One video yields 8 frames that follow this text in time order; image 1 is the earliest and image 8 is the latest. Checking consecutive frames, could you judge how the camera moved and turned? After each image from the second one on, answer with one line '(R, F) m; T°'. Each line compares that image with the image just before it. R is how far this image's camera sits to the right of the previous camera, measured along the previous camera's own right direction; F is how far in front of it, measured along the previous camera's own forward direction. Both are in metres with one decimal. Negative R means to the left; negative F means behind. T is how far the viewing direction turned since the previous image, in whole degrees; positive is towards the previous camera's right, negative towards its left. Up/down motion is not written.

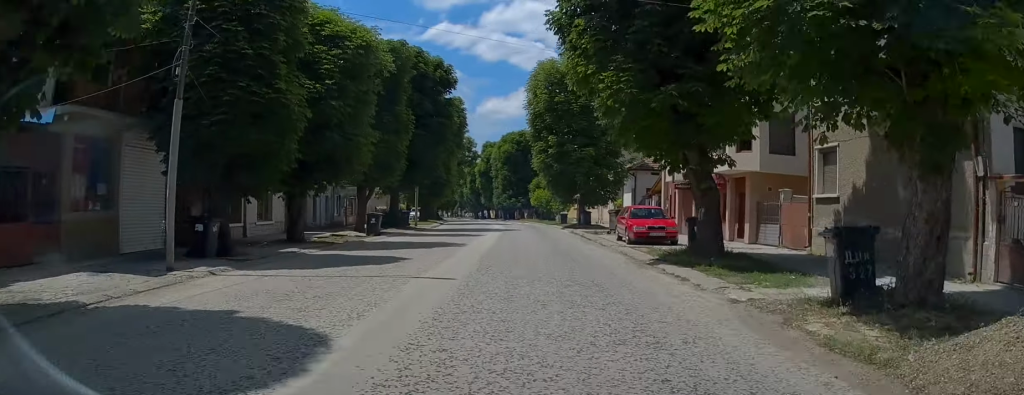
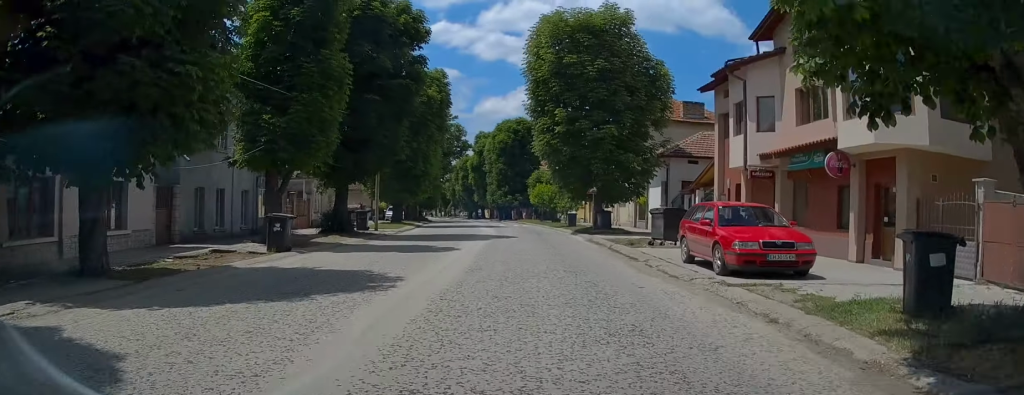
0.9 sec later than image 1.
(+0.3, +11.0) m; +2°
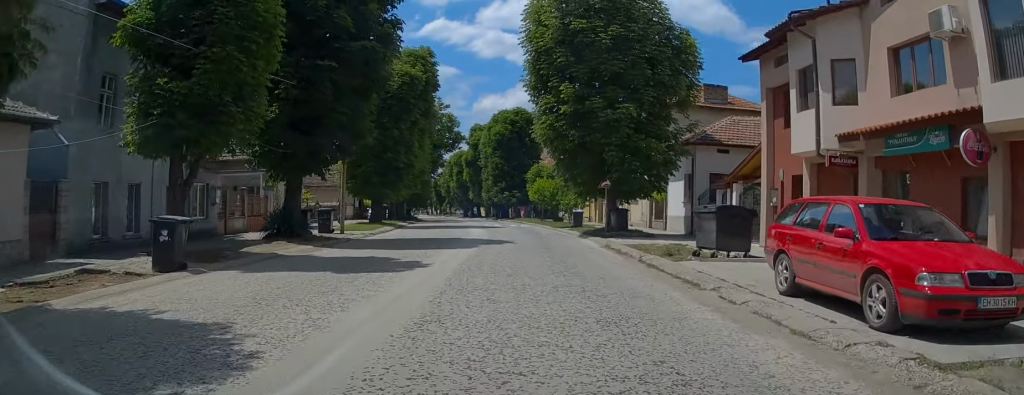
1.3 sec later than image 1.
(0.0, +5.7) m; 0°
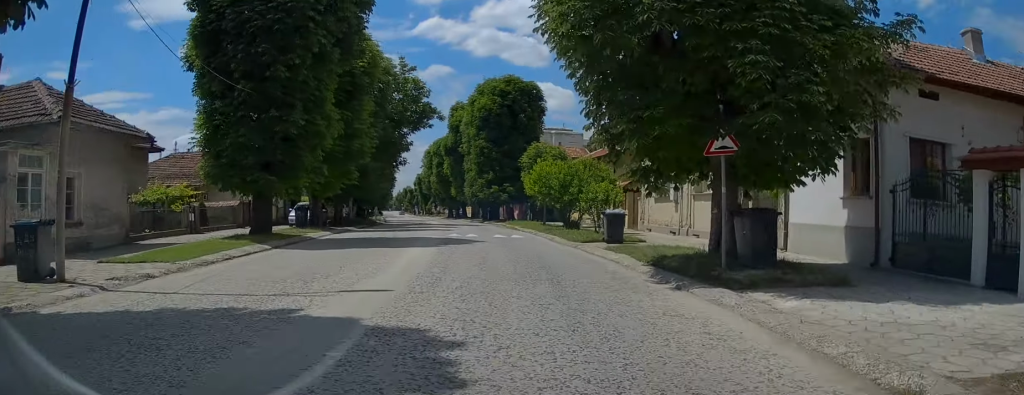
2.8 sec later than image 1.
(0.0, +16.3) m; -1°
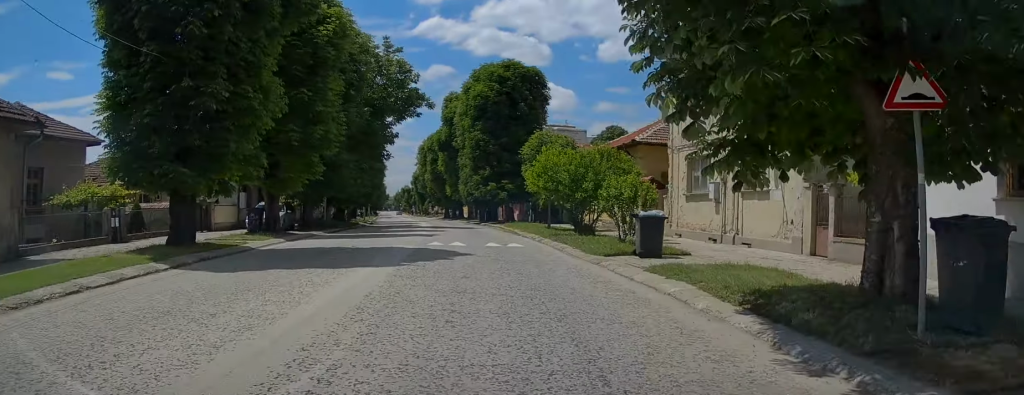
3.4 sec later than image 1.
(-0.2, +5.3) m; +1°
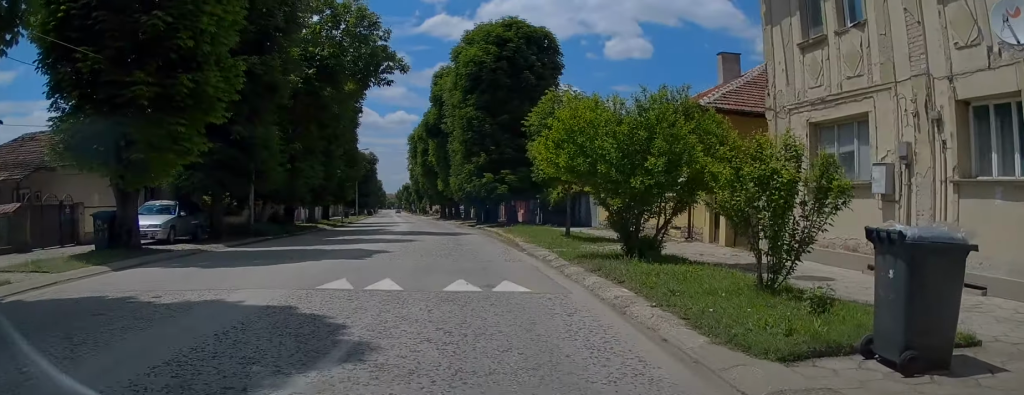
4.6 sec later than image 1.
(+0.4, +9.8) m; -1°
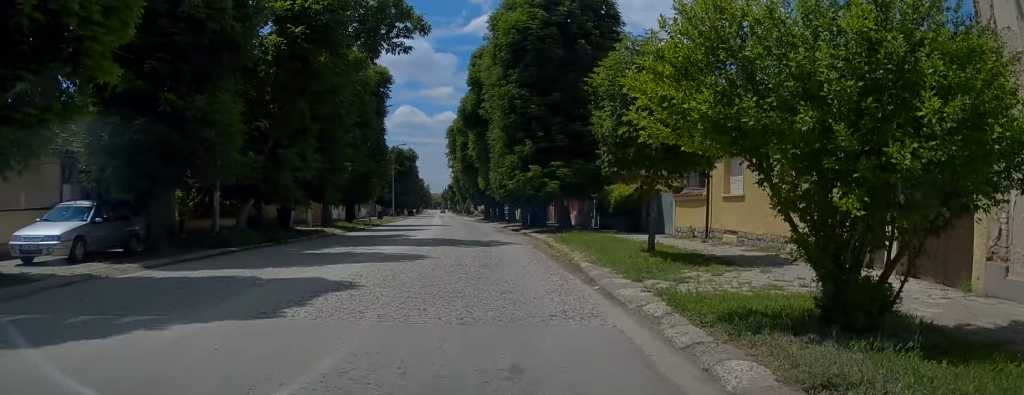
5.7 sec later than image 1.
(-0.6, +6.4) m; -7°
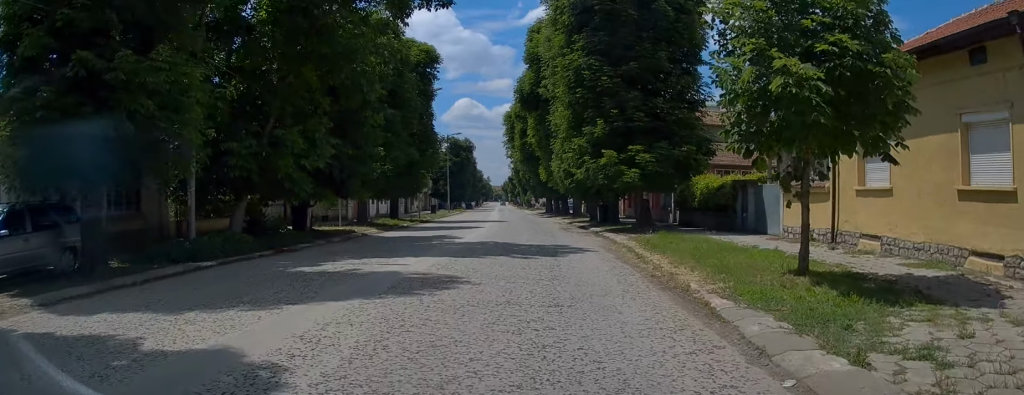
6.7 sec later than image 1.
(-0.1, +4.7) m; -7°
